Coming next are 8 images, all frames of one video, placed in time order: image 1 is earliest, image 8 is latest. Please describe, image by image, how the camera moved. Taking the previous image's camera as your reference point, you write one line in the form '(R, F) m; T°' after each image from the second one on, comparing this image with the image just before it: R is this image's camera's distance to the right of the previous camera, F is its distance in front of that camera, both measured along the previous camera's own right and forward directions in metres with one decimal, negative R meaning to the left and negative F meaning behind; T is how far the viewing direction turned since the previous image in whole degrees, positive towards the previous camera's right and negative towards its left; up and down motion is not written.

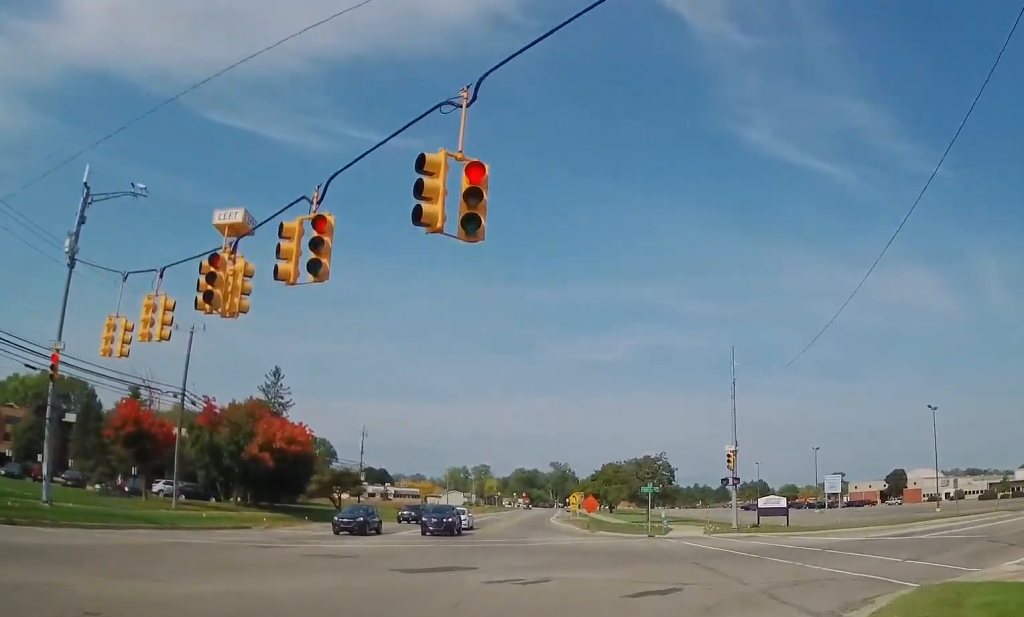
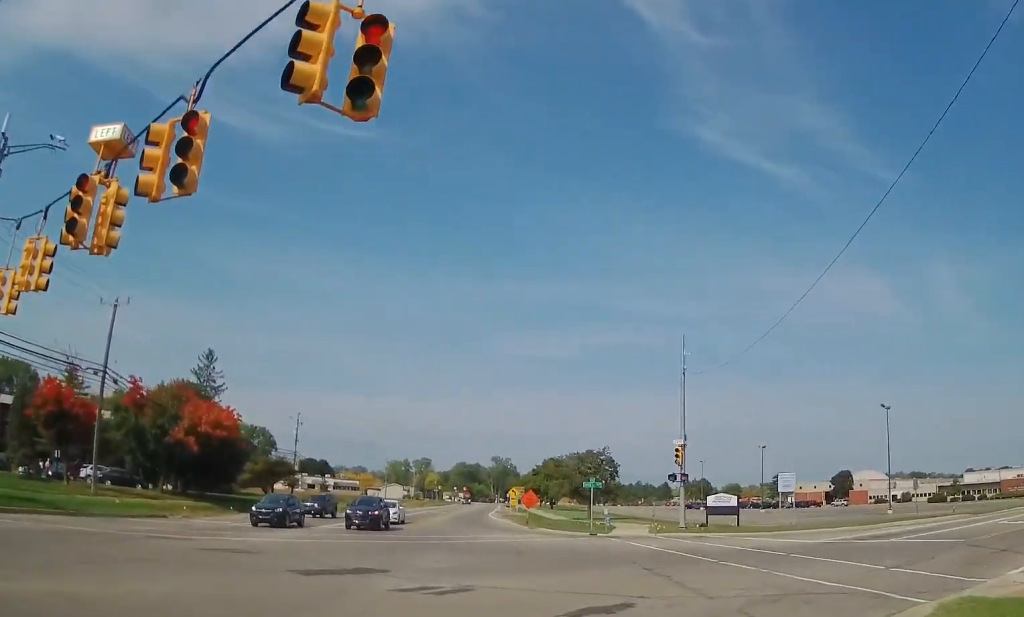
(0.0, +2.6) m; +4°
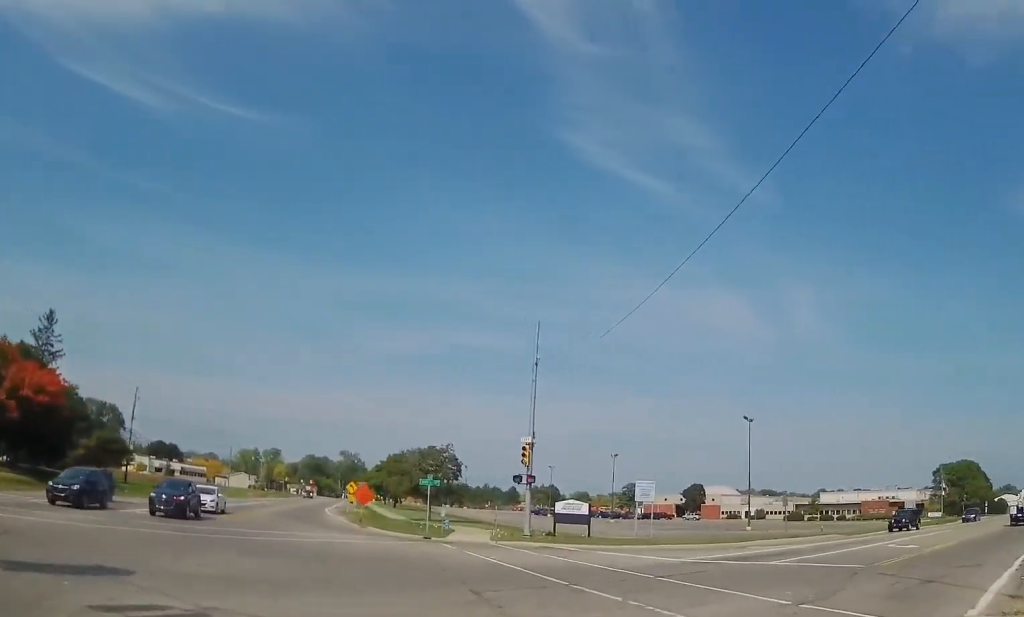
(+0.1, +3.9) m; +7°
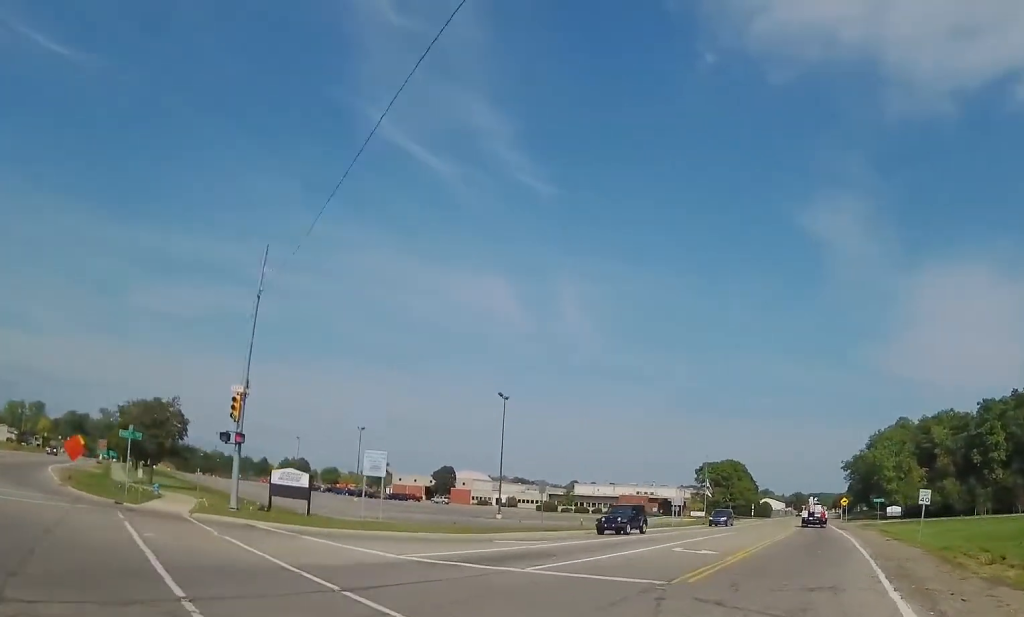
(+0.8, +6.4) m; +14°
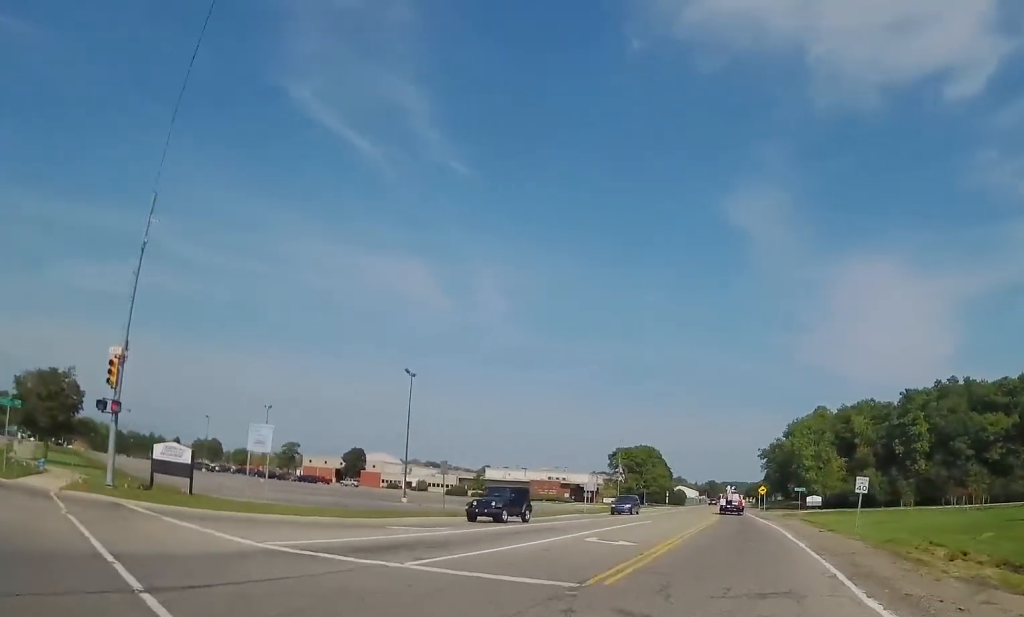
(0.0, +3.0) m; +7°
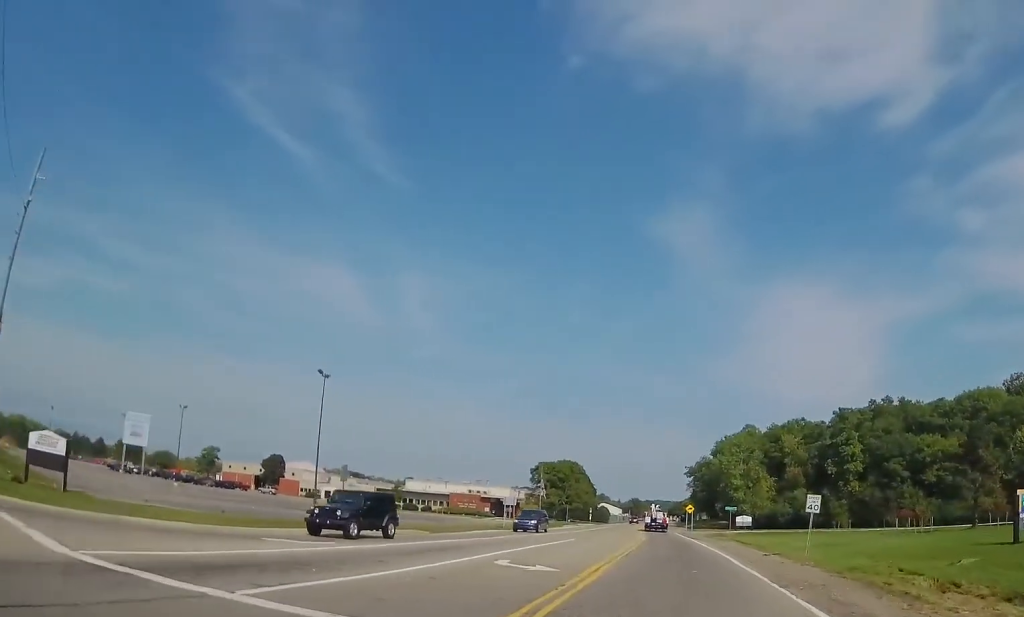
(+0.3, +3.7) m; +7°
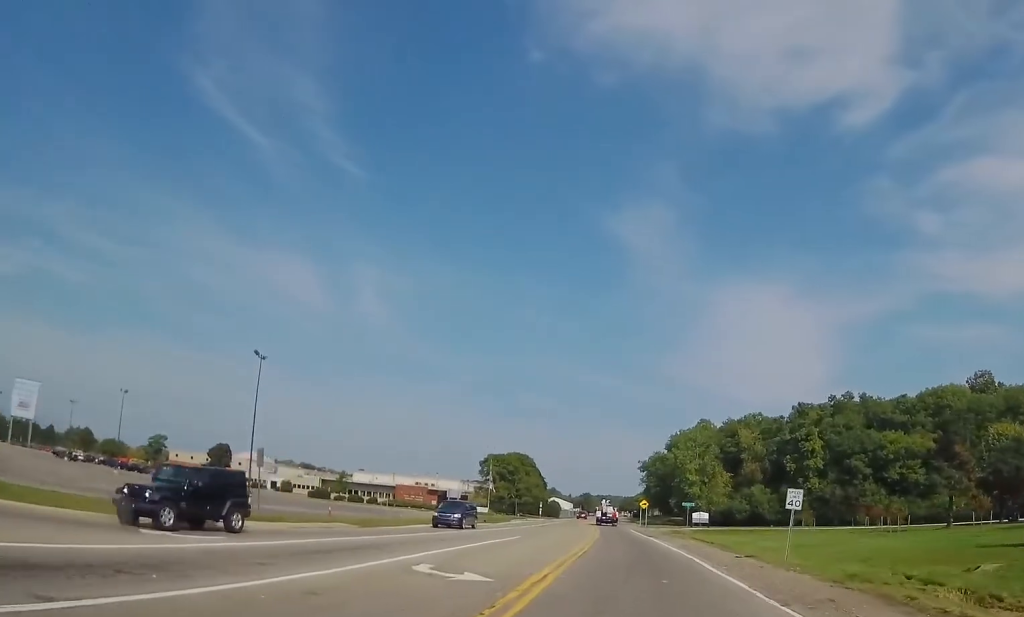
(+0.4, +3.8) m; +6°
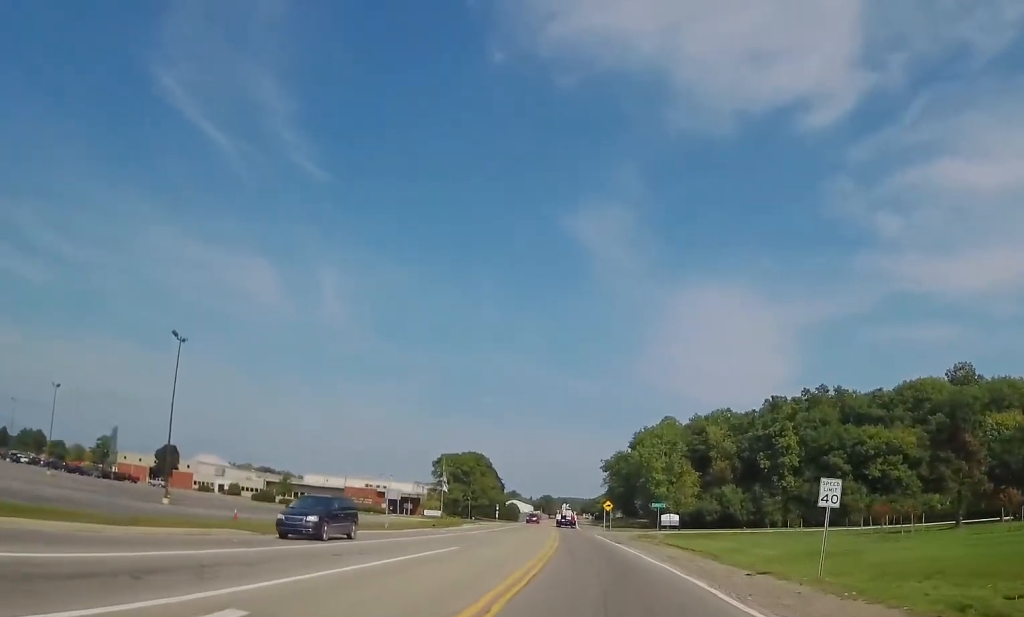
(+0.6, +7.5) m; +5°
